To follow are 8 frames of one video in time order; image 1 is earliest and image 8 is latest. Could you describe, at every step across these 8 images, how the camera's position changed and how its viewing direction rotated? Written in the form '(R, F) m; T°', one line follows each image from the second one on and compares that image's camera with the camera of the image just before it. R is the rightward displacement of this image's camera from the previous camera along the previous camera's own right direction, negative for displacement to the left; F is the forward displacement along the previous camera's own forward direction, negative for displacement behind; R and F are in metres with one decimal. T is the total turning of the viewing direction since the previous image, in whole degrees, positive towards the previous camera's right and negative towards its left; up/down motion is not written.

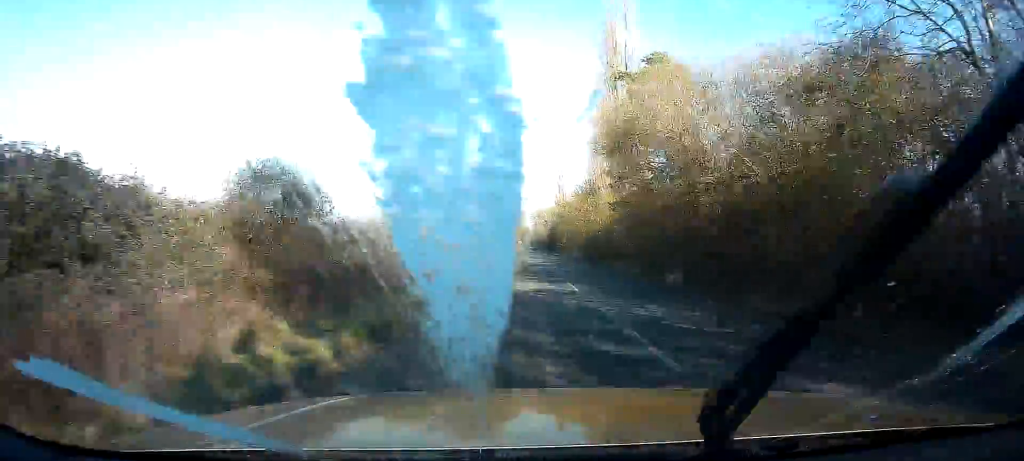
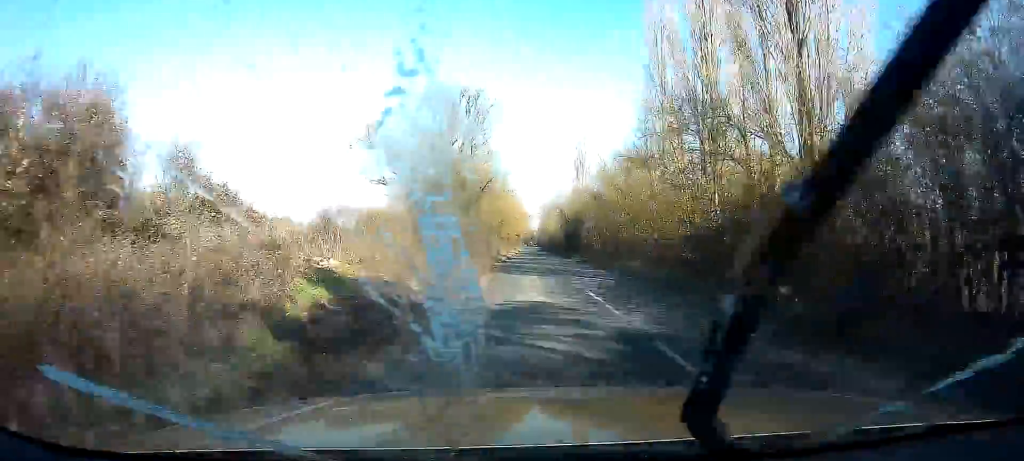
(-0.3, +31.5) m; 0°
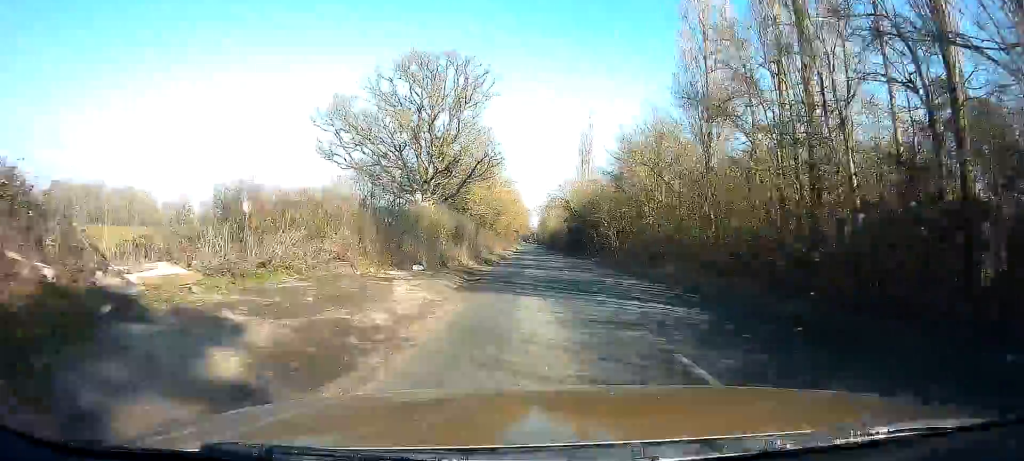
(+0.1, +9.9) m; 0°
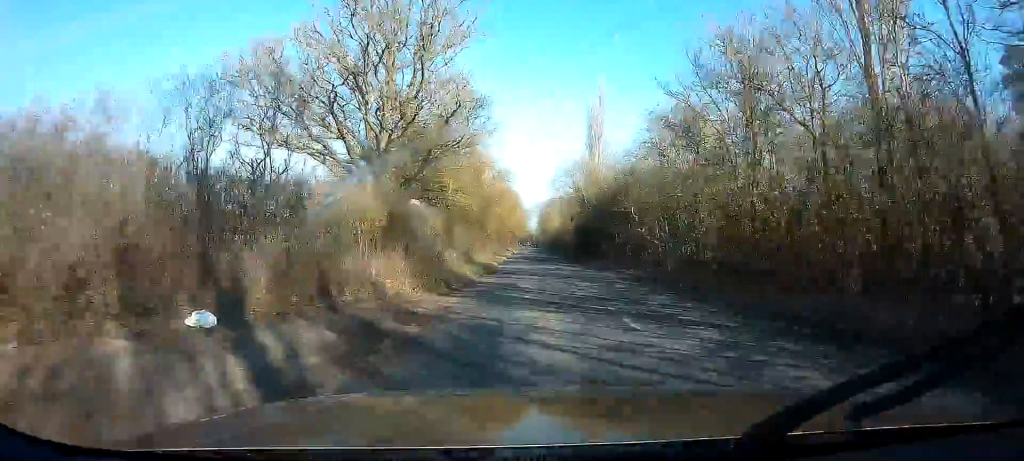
(0.0, +14.9) m; 0°
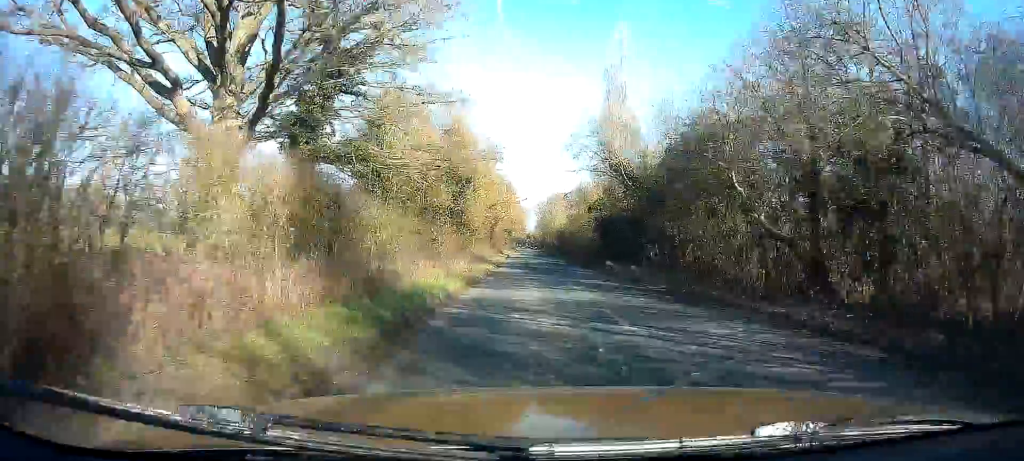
(0.0, +17.7) m; 0°
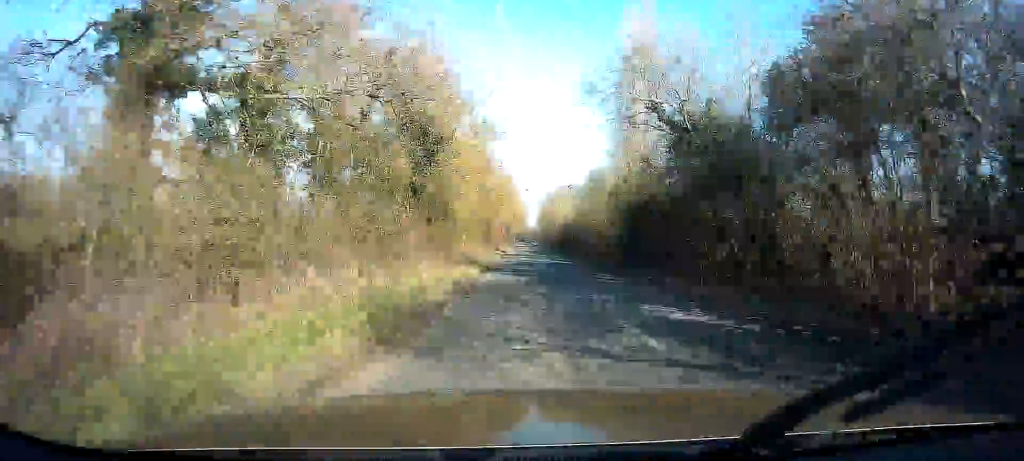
(0.0, +10.6) m; 0°
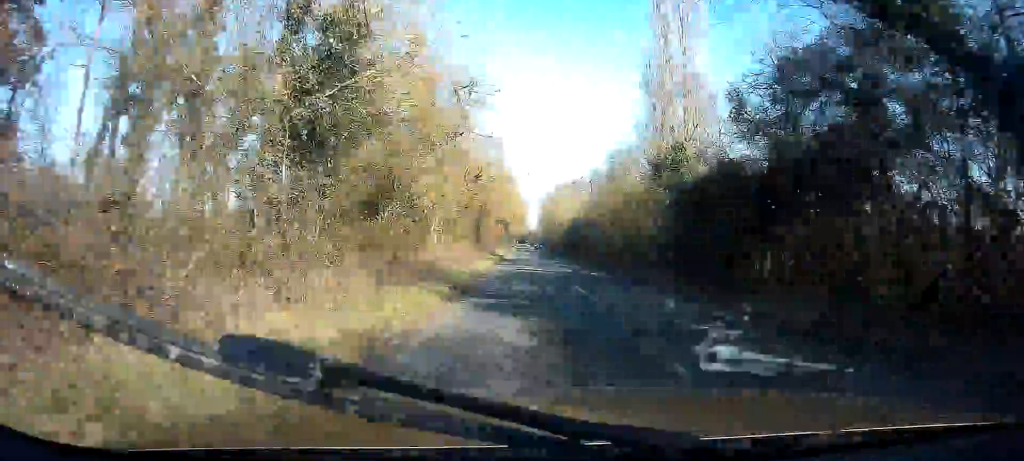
(0.0, +10.6) m; 0°
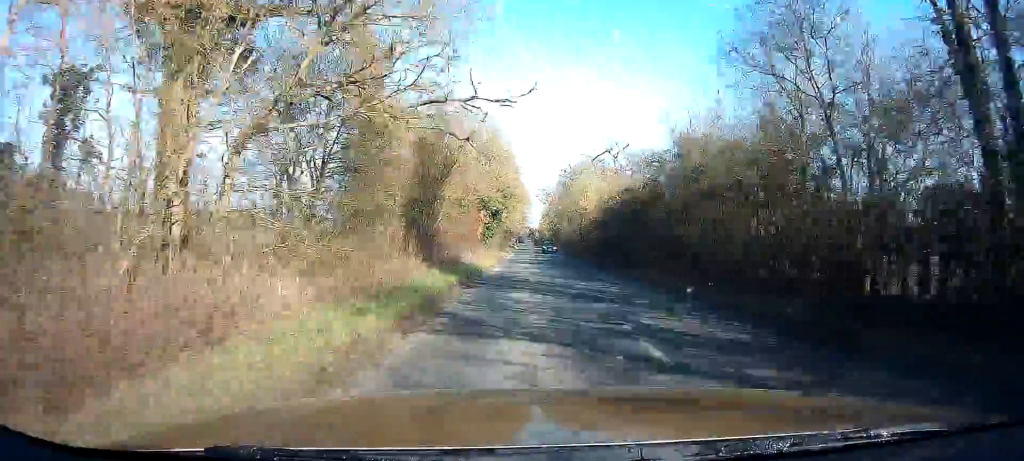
(+0.1, +25.4) m; 0°
